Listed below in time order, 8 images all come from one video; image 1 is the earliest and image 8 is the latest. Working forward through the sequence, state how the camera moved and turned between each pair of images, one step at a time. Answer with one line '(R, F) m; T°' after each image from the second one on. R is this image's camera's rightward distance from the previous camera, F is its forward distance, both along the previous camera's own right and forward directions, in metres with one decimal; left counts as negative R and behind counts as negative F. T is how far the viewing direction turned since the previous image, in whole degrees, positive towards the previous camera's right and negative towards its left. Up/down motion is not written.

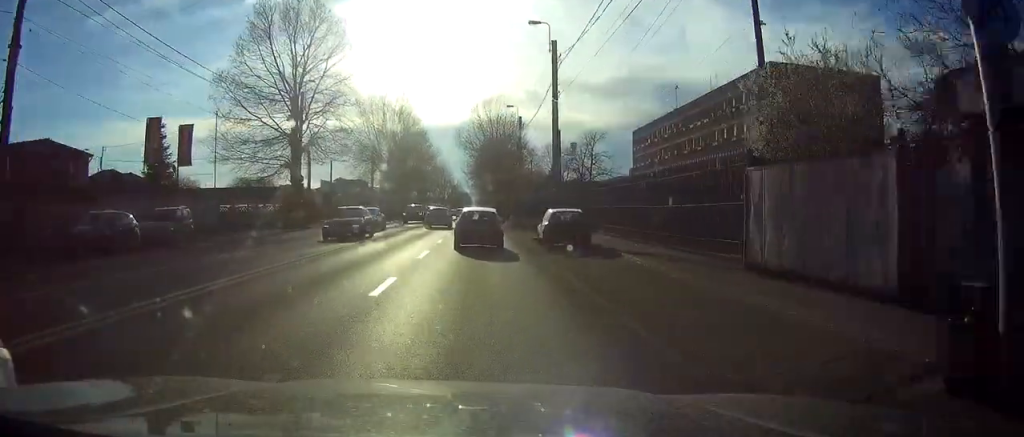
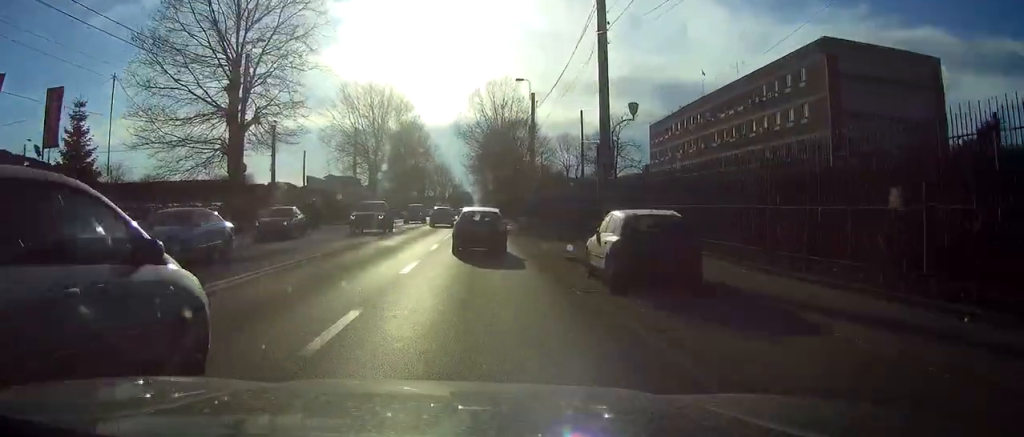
(-0.1, +13.0) m; -1°
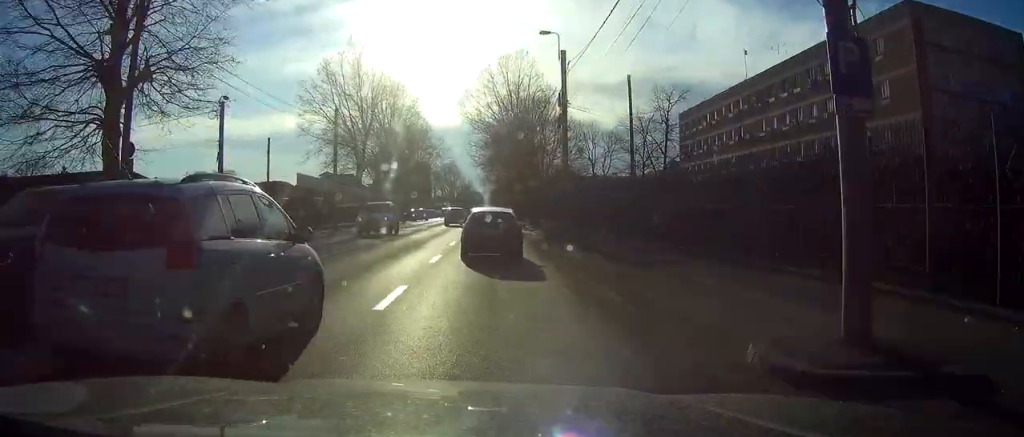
(-0.1, +14.0) m; -2°
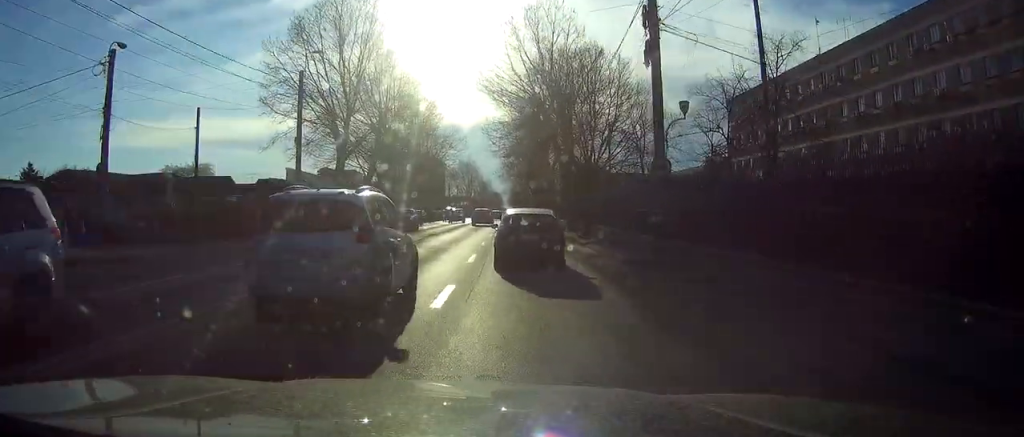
(-0.3, +16.5) m; -2°
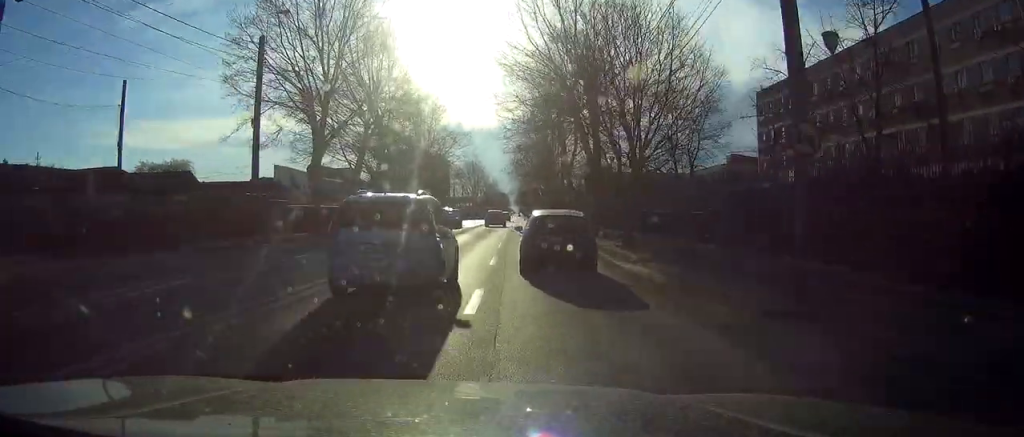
(-0.2, +9.0) m; 0°
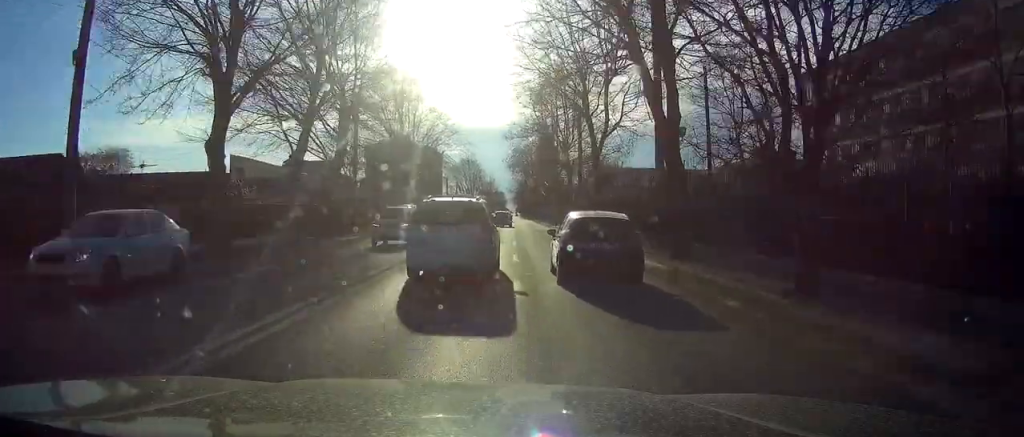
(+0.1, +15.4) m; 0°
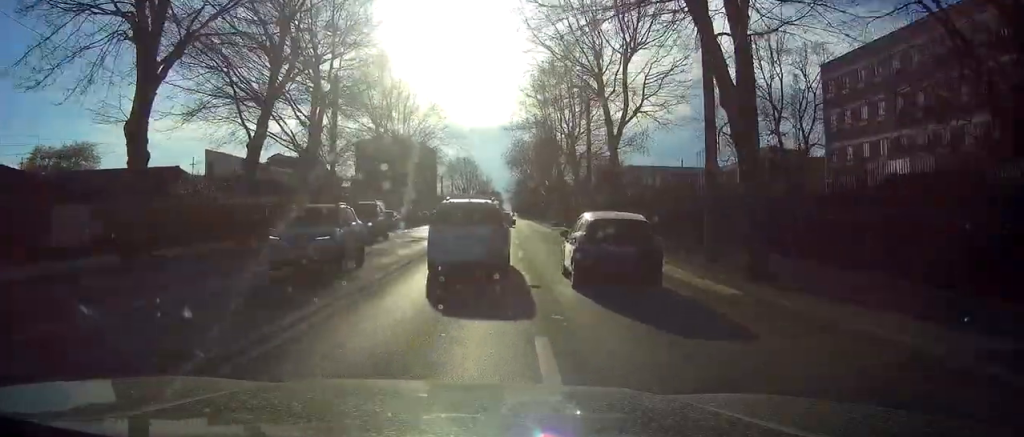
(0.0, +6.3) m; 0°
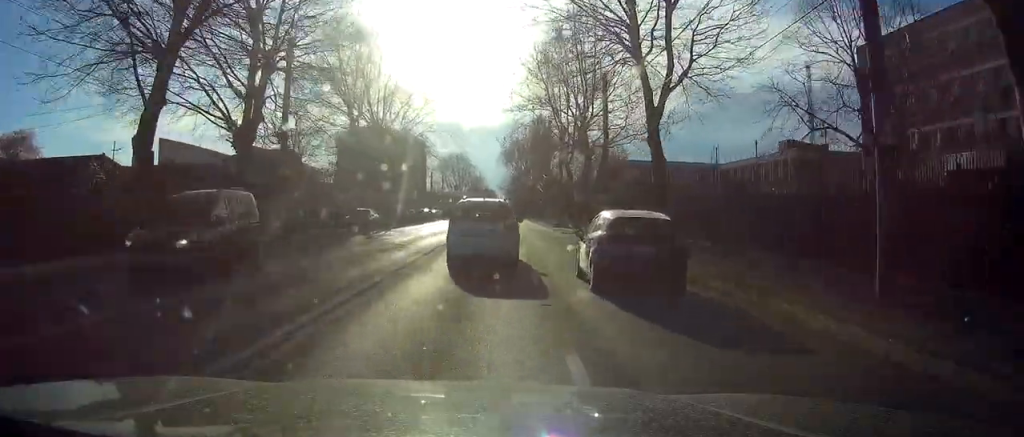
(0.0, +9.5) m; +1°
